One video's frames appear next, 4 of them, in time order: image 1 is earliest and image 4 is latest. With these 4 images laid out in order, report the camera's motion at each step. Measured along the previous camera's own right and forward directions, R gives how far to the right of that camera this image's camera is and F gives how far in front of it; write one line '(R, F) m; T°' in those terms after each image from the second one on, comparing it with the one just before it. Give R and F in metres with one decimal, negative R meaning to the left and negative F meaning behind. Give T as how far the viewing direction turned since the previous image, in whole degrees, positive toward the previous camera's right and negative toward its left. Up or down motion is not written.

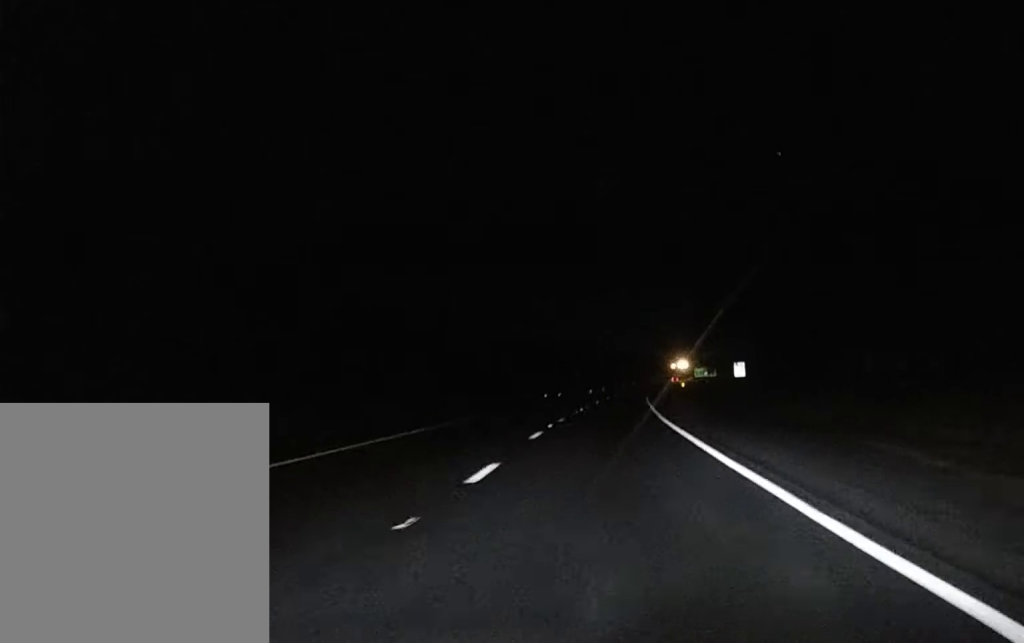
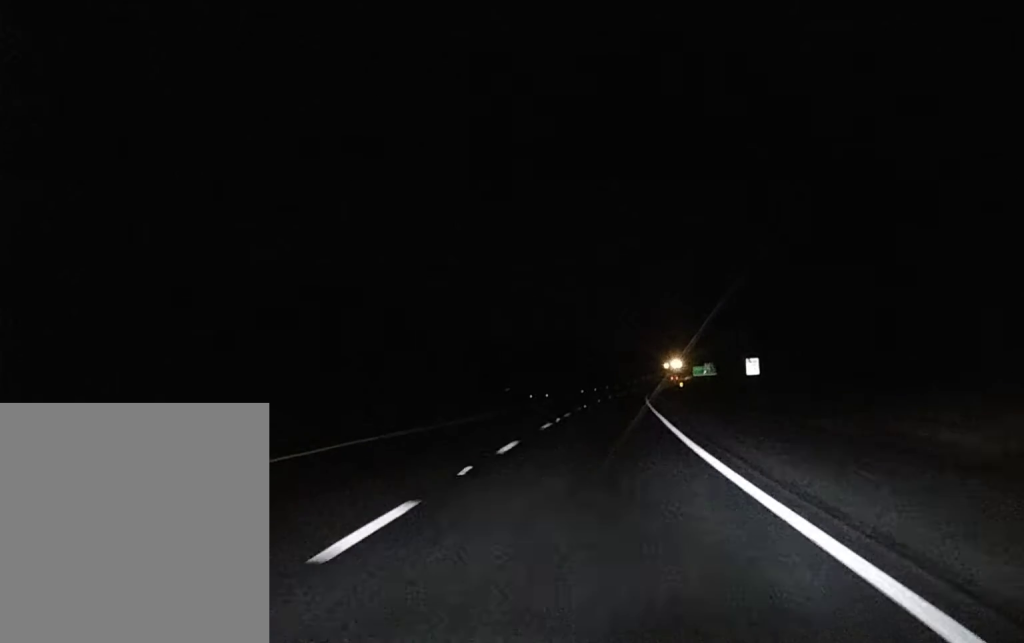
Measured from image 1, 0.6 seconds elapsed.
(+0.1, +17.6) m; 0°
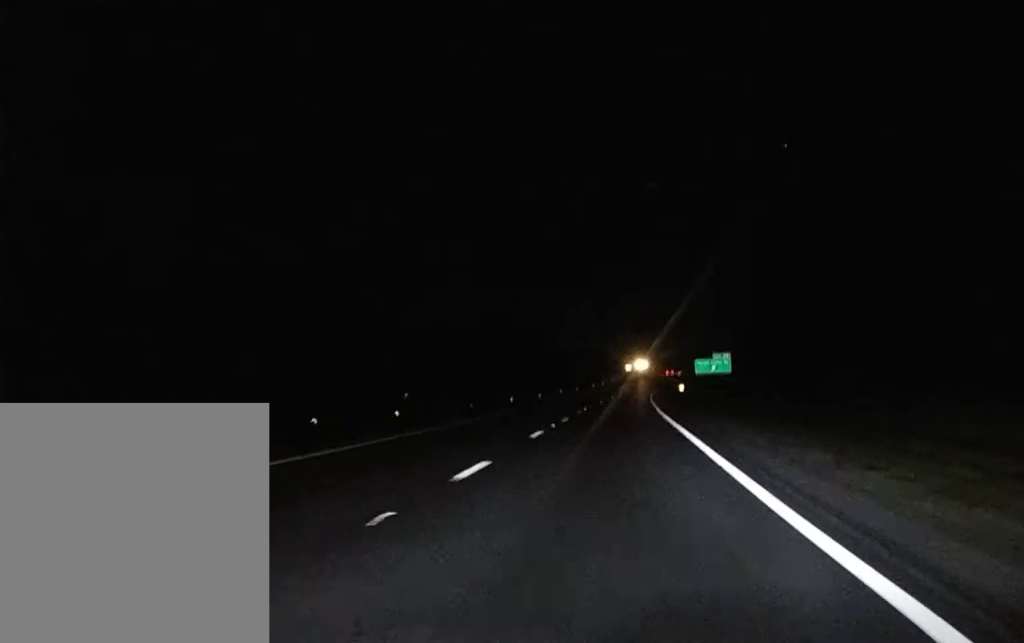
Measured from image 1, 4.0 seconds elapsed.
(+0.9, +110.5) m; +1°
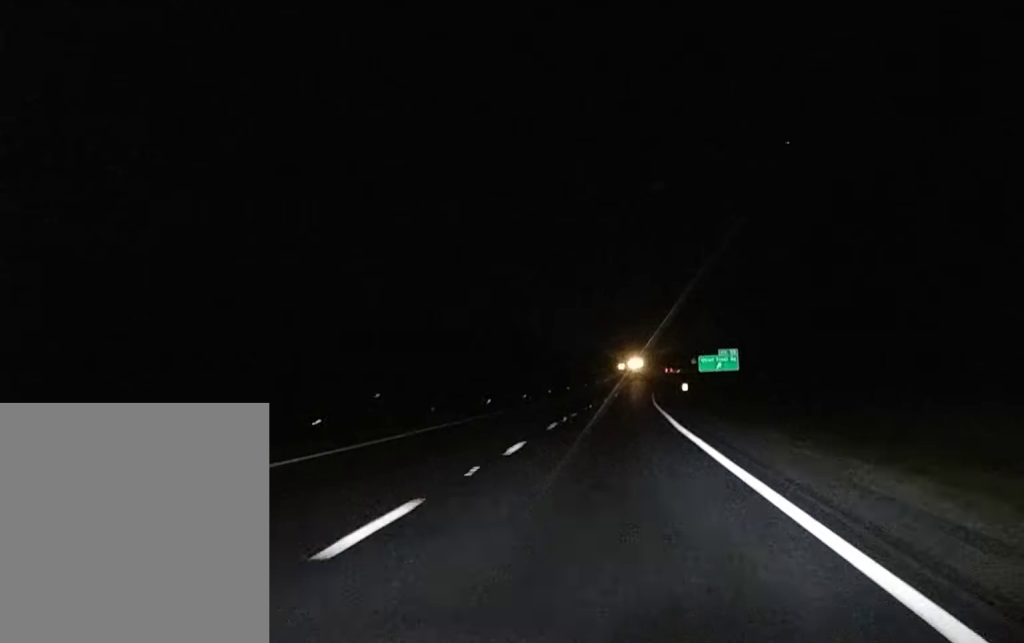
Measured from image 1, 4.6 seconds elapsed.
(+0.1, +18.1) m; 0°
